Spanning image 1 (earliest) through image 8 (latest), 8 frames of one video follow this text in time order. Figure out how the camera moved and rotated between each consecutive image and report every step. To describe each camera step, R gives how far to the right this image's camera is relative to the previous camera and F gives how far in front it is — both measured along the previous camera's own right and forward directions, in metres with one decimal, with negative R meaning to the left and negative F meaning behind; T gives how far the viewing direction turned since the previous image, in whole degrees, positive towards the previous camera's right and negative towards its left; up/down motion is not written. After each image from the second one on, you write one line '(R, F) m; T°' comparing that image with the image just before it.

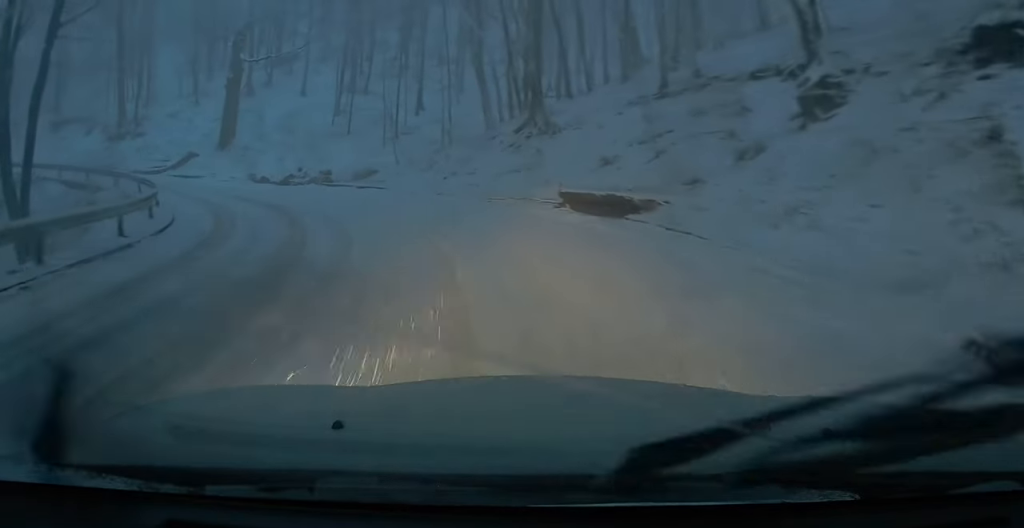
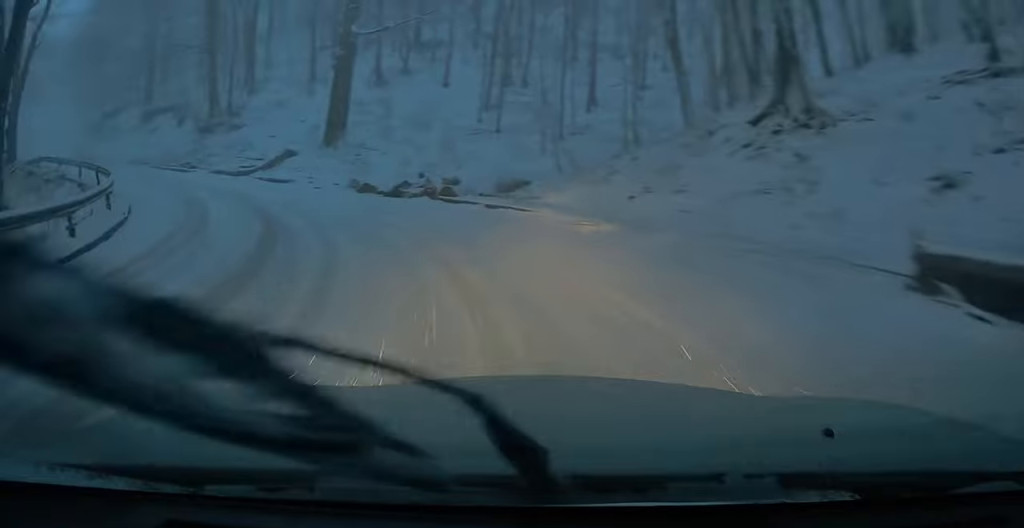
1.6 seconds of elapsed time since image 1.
(-1.2, +6.2) m; -25°
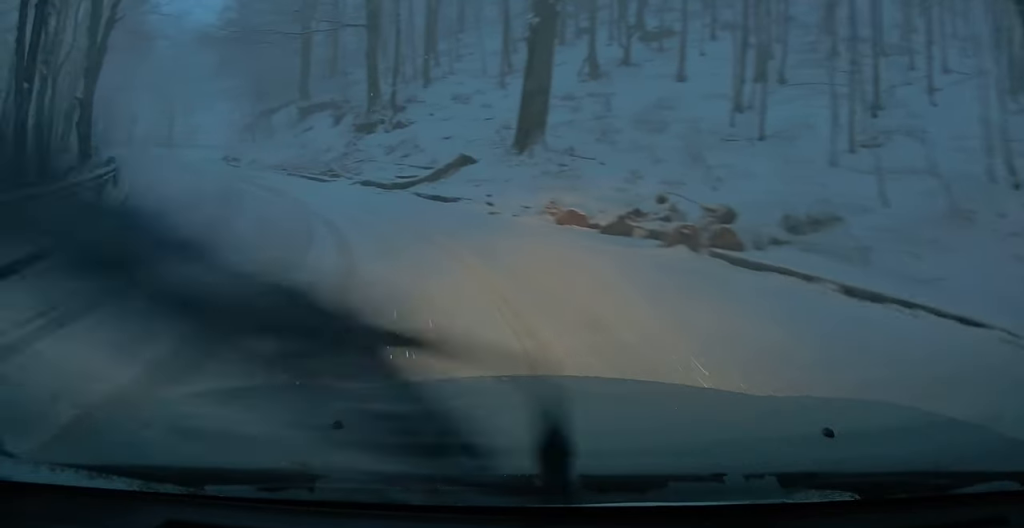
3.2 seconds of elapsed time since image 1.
(-0.8, +6.9) m; -5°
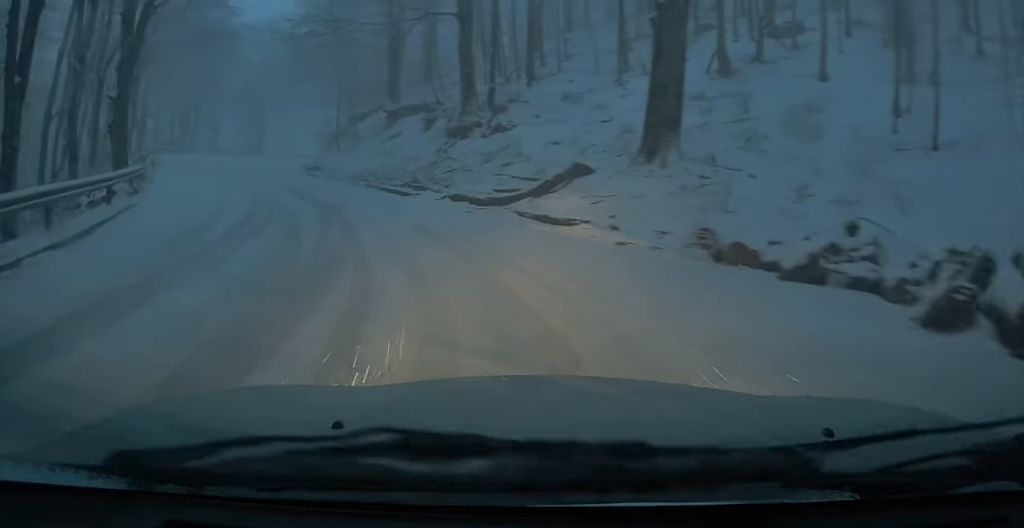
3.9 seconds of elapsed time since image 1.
(+0.1, +3.9) m; +2°
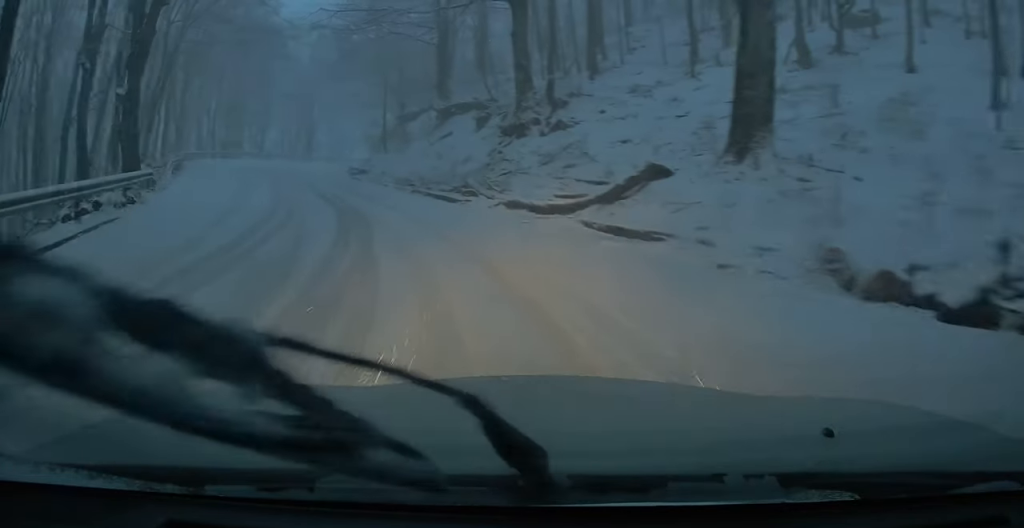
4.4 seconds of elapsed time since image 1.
(0.0, +2.4) m; +1°
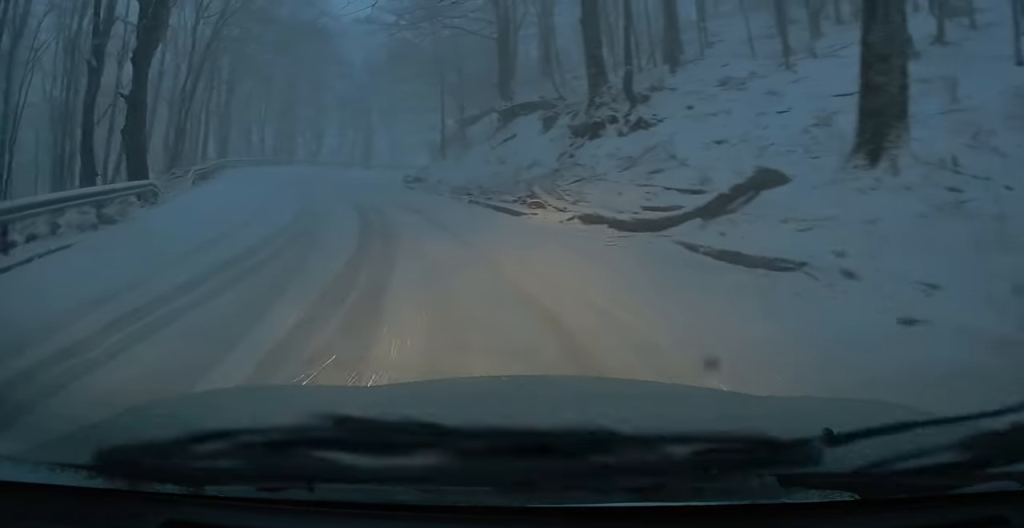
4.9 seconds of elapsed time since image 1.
(+0.1, +3.0) m; 0°
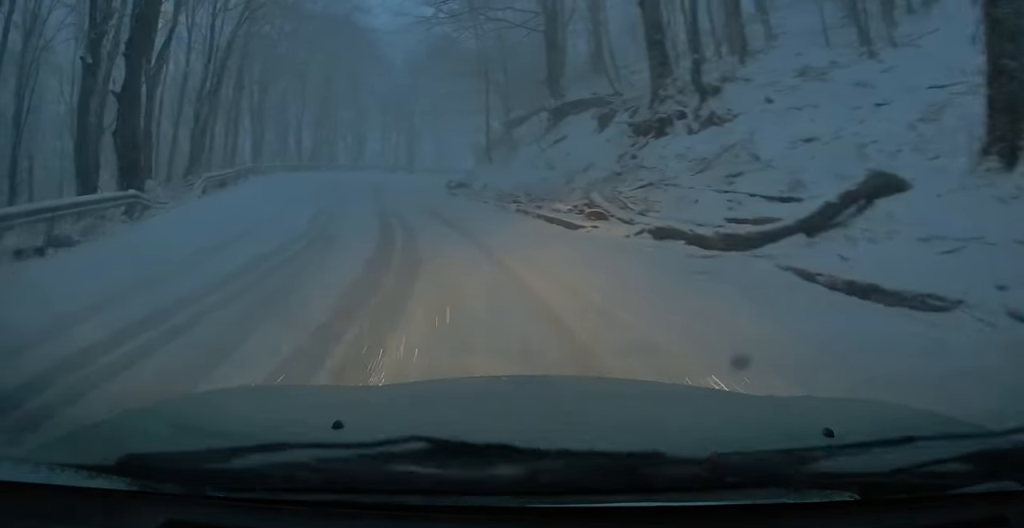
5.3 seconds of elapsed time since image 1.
(+0.1, +2.4) m; 0°
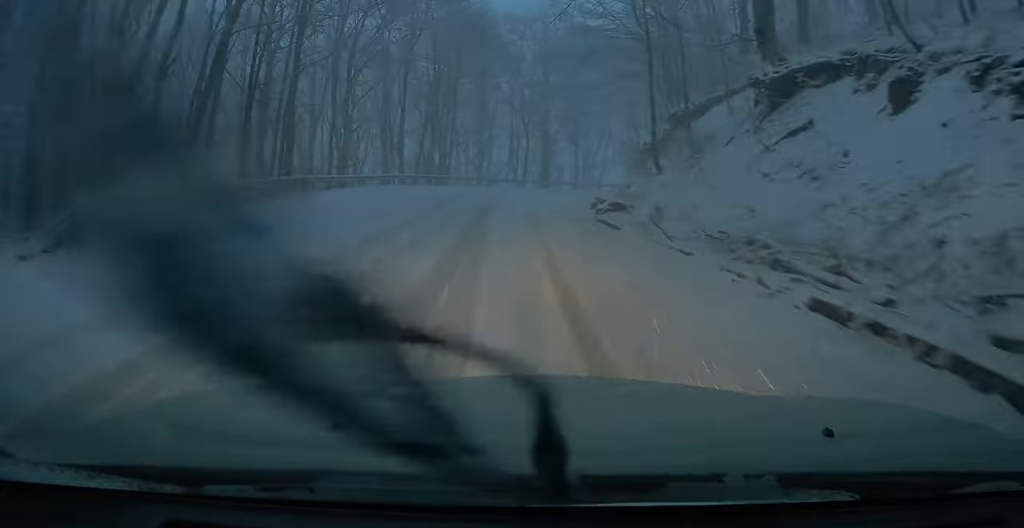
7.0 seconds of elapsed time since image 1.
(-2.1, +9.8) m; -22°
